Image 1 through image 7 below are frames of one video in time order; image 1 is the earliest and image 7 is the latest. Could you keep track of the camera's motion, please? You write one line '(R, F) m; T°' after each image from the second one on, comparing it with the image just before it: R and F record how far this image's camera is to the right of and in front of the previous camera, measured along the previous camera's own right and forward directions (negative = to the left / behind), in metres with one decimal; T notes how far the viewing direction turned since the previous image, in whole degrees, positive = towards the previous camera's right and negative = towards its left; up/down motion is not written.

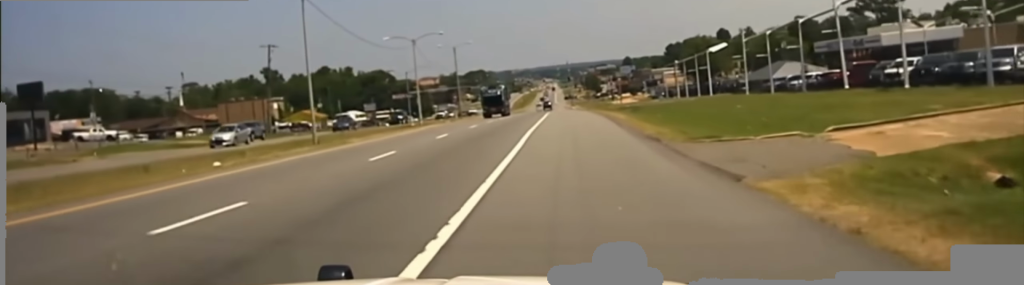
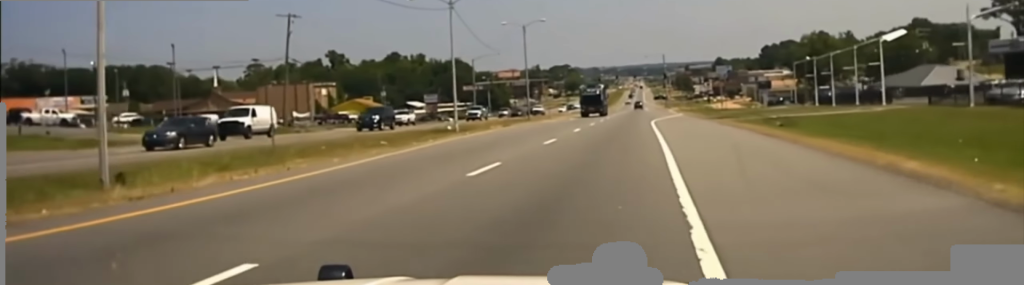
(-0.7, +33.1) m; -1°
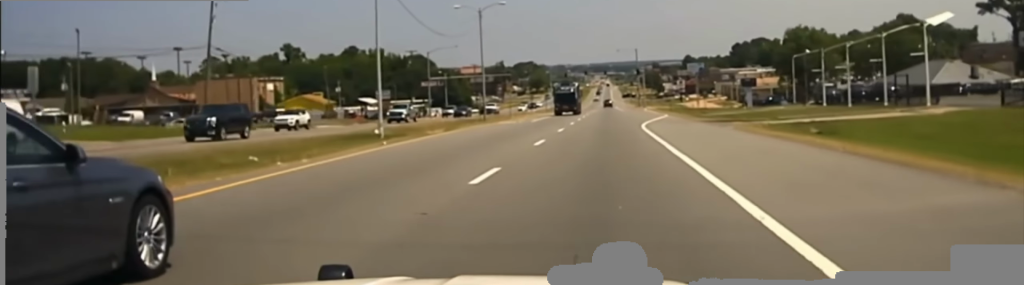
(+0.2, +14.4) m; +1°
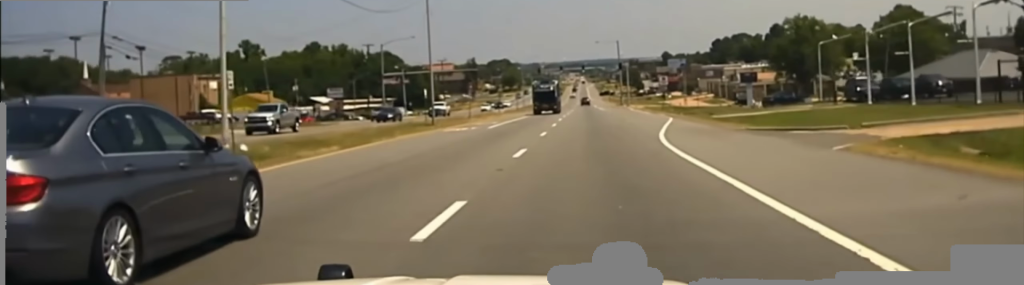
(+0.1, +17.6) m; 0°
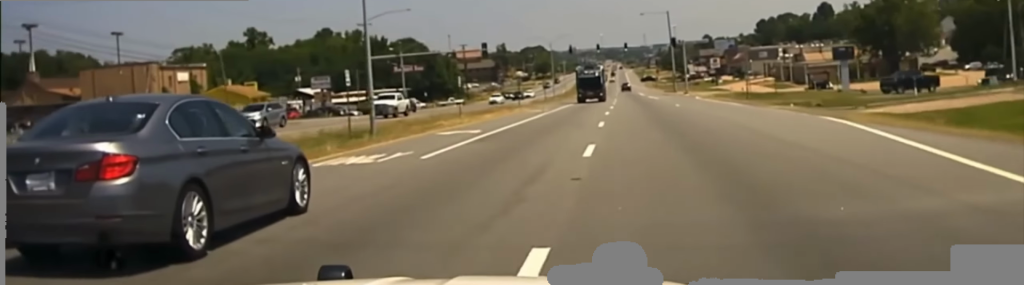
(-0.1, +27.3) m; -2°
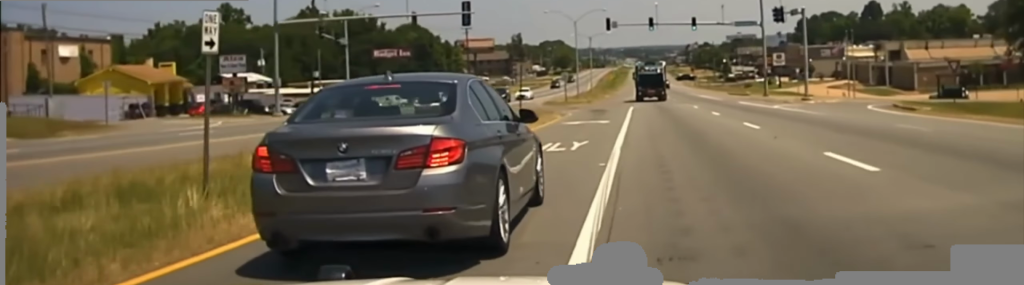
(-0.7, +40.9) m; +1°
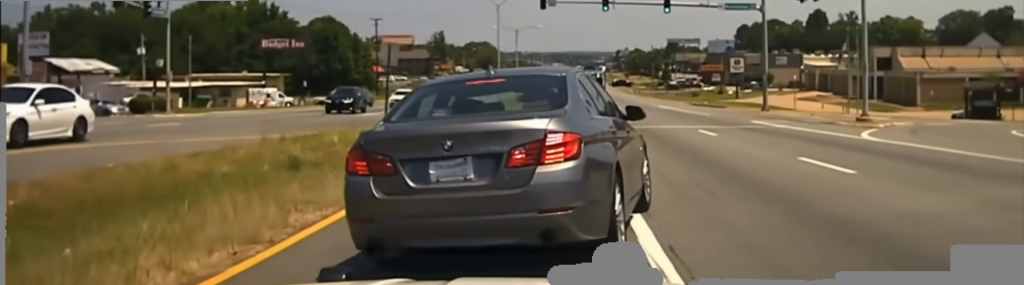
(+0.8, +21.4) m; +2°
